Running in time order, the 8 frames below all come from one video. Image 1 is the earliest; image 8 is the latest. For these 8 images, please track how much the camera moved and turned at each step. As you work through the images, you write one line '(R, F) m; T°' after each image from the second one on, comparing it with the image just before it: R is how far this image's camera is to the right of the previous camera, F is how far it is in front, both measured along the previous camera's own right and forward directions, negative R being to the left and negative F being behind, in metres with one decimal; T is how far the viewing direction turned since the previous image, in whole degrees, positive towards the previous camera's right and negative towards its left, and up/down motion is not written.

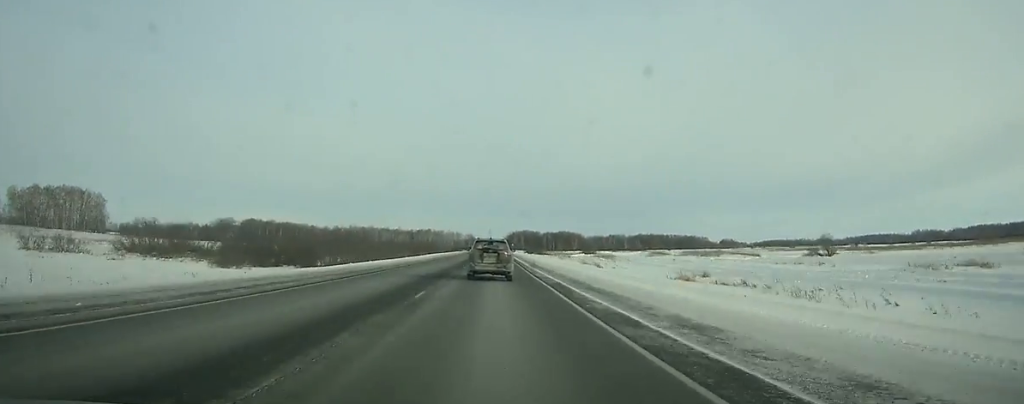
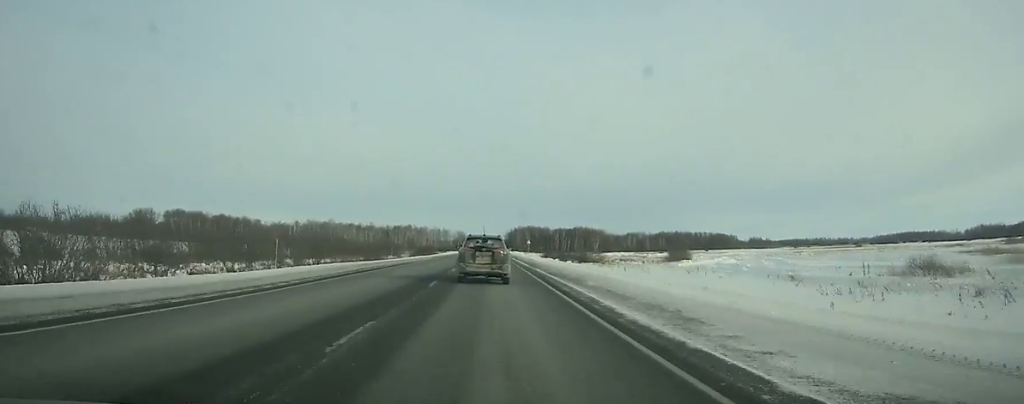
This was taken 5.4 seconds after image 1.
(0.0, +149.8) m; 0°
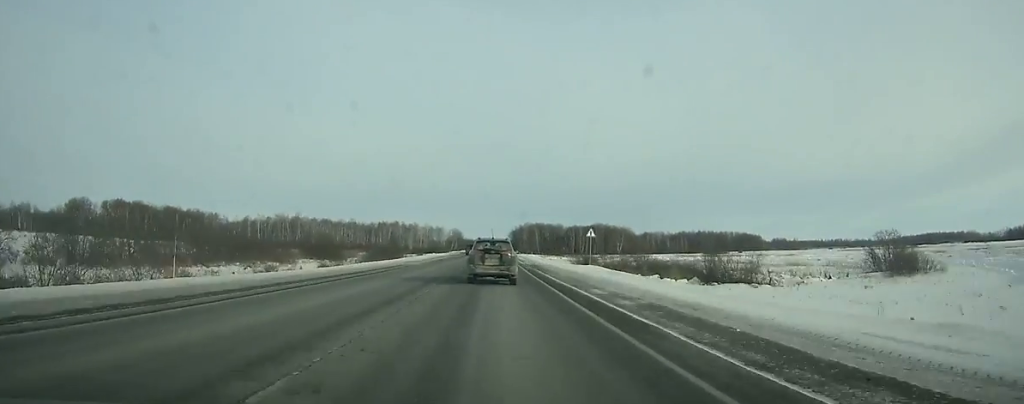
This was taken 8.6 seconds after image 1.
(0.0, +86.3) m; 0°
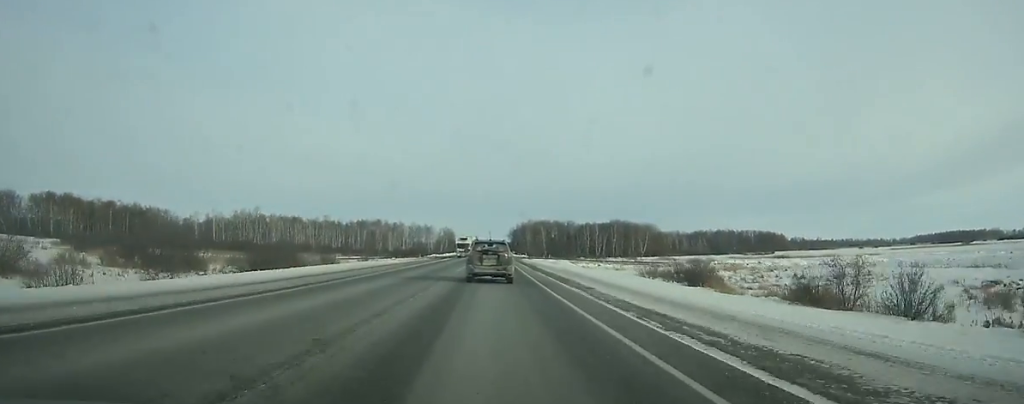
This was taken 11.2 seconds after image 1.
(+0.1, +68.4) m; 0°
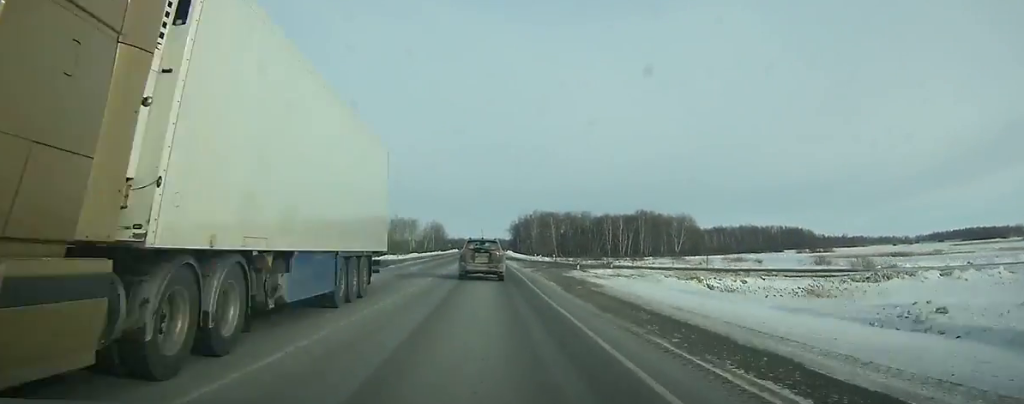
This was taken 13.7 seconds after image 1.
(+0.1, +64.1) m; 0°
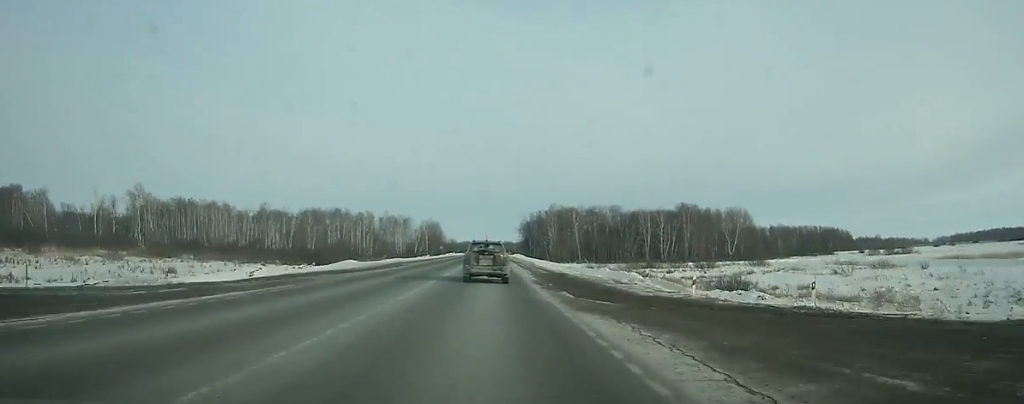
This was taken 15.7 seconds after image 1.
(-0.2, +49.9) m; 0°
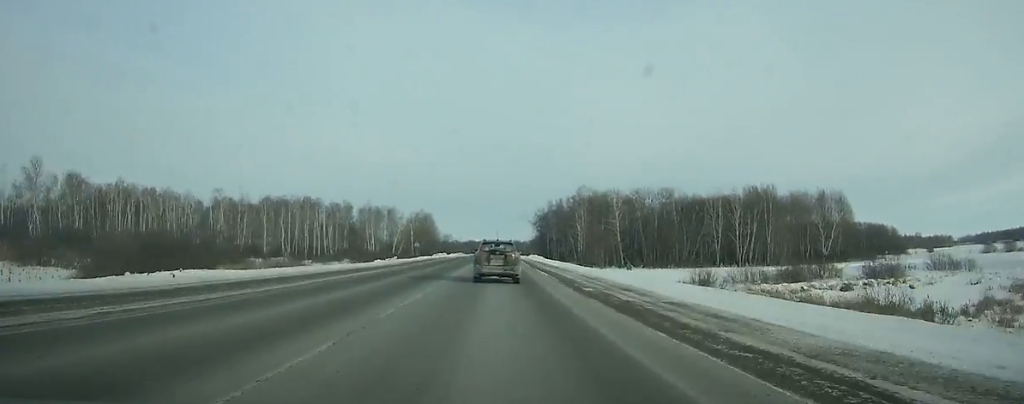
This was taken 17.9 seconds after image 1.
(+0.2, +55.3) m; 0°
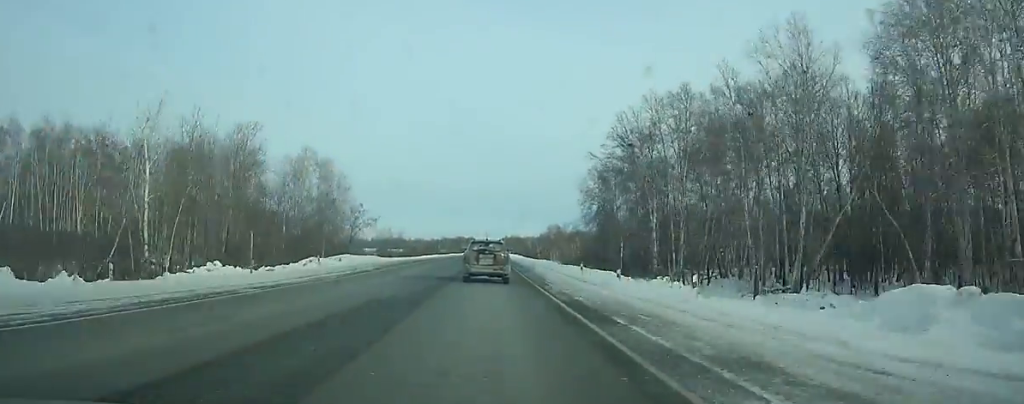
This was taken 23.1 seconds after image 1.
(-1.6, +145.1) m; -1°
